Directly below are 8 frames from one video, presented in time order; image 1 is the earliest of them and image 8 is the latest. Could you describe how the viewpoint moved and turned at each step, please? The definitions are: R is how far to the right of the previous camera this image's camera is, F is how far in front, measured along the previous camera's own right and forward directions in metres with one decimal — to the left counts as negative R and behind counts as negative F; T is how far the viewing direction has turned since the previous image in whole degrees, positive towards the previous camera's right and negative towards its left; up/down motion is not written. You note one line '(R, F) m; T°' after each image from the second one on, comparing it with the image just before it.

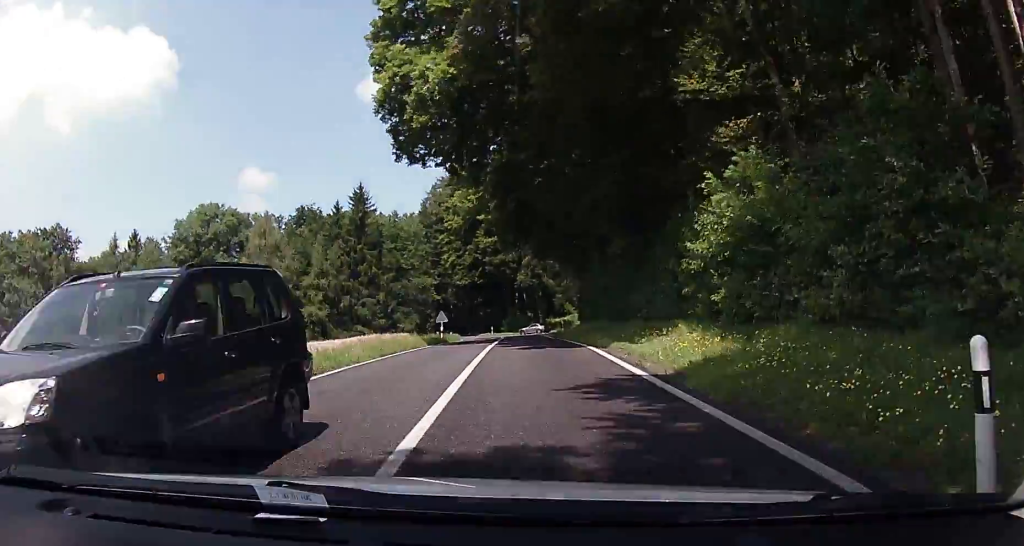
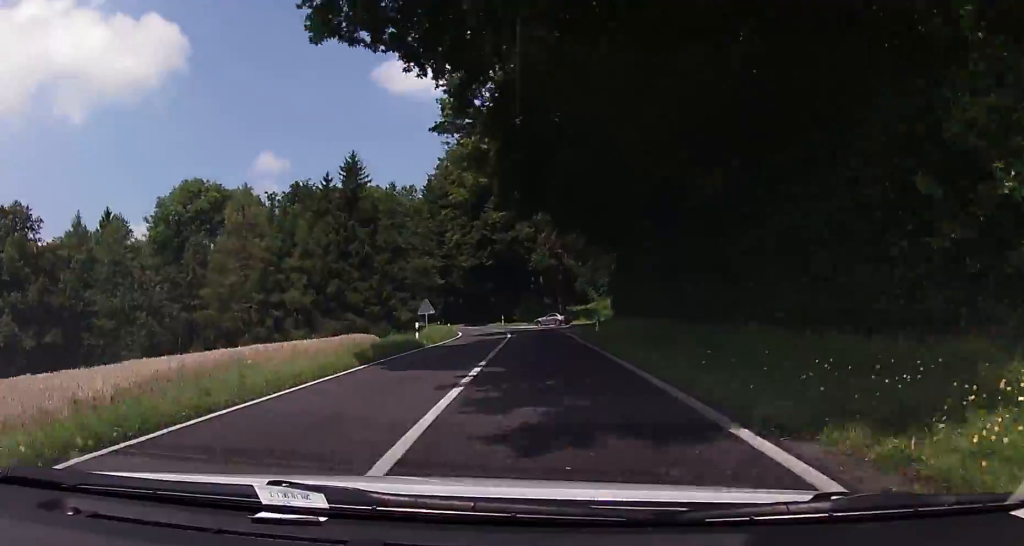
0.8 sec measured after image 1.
(+0.2, +14.1) m; +1°
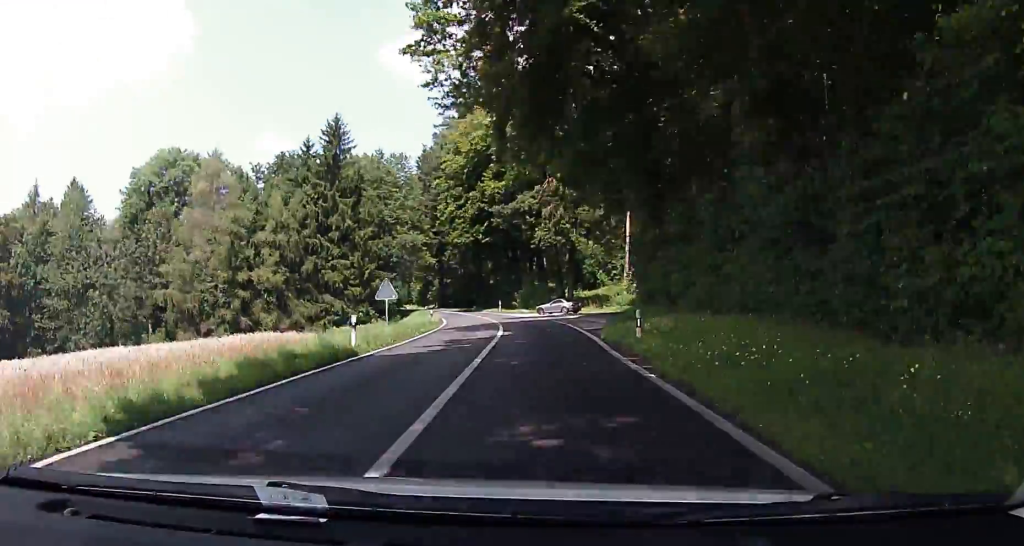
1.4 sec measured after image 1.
(0.0, +10.9) m; -1°
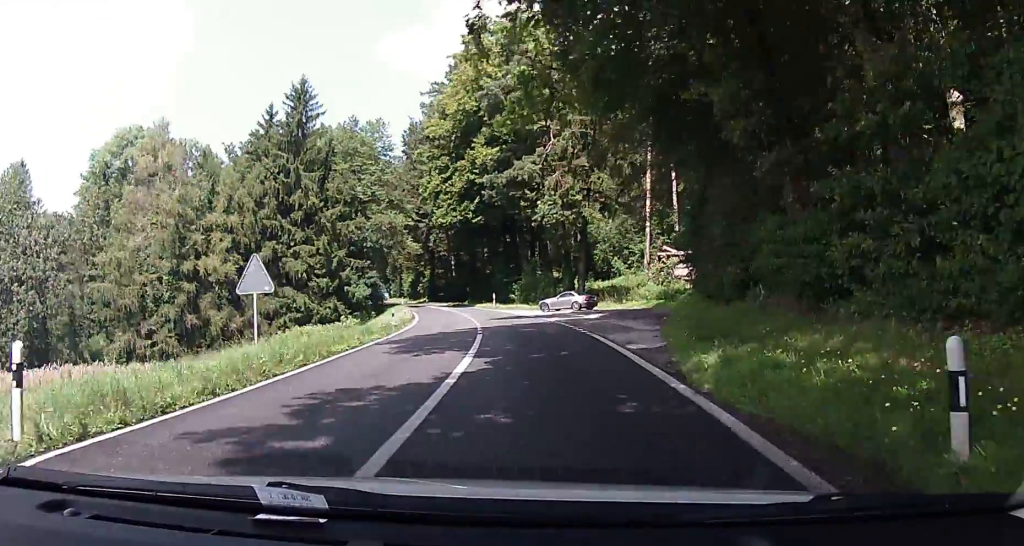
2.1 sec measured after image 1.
(-0.1, +13.5) m; 0°
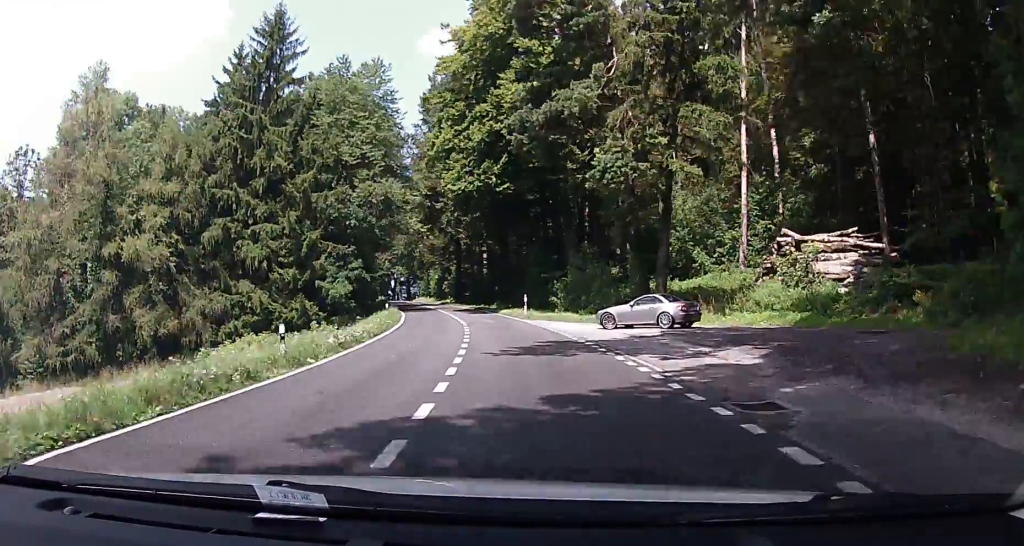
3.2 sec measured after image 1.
(-0.1, +19.4) m; -1°
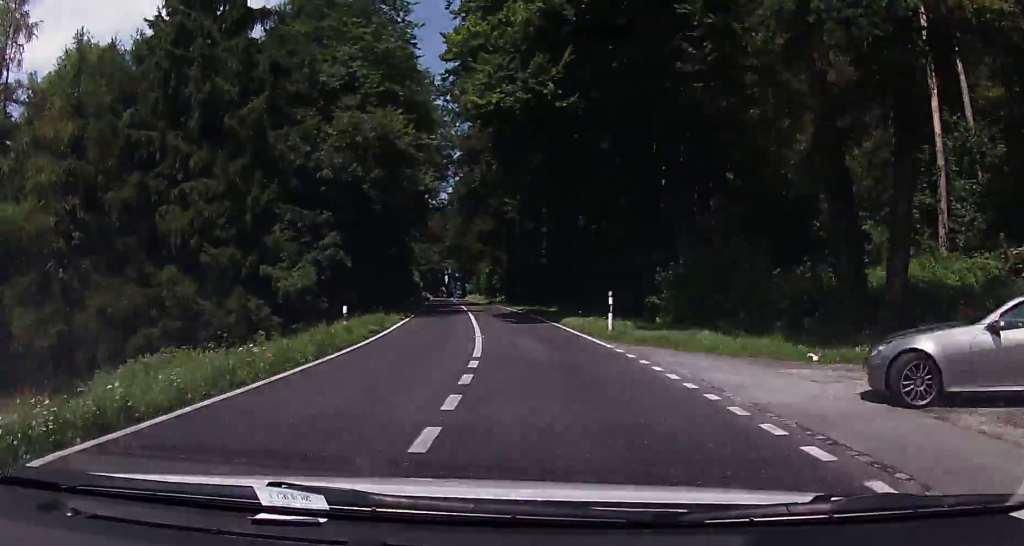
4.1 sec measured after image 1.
(-0.1, +18.5) m; -4°
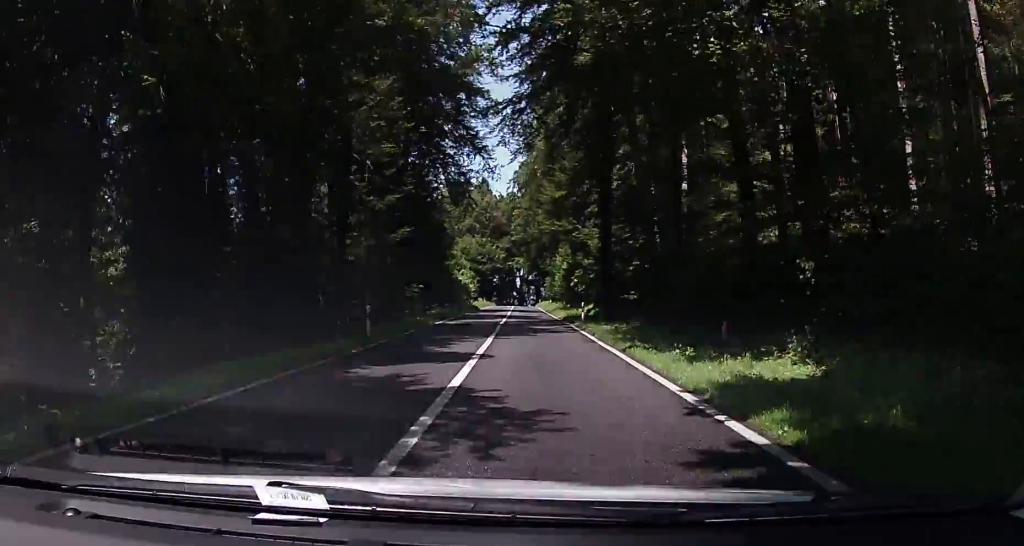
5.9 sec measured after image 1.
(-3.5, +34.8) m; -10°
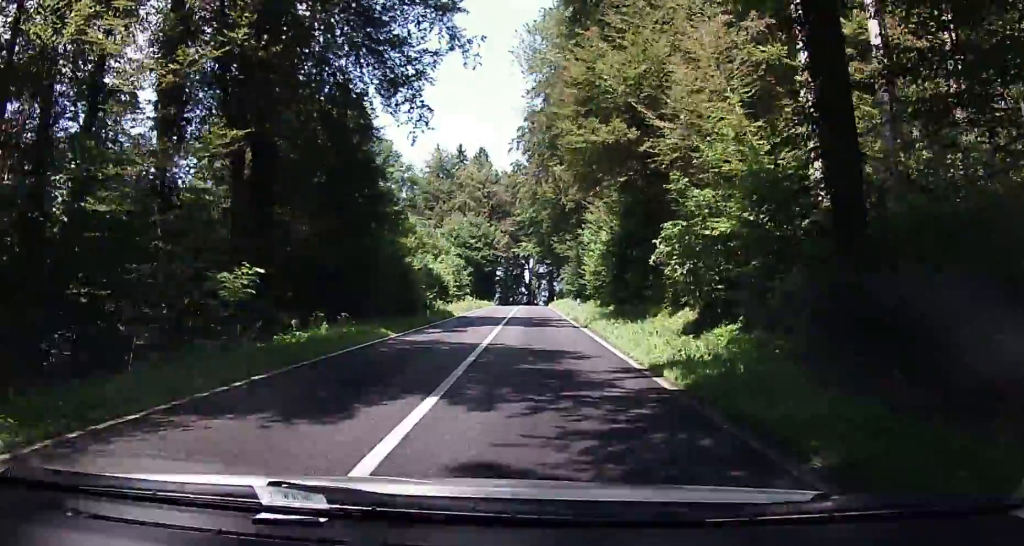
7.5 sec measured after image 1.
(-0.7, +31.4) m; -2°
